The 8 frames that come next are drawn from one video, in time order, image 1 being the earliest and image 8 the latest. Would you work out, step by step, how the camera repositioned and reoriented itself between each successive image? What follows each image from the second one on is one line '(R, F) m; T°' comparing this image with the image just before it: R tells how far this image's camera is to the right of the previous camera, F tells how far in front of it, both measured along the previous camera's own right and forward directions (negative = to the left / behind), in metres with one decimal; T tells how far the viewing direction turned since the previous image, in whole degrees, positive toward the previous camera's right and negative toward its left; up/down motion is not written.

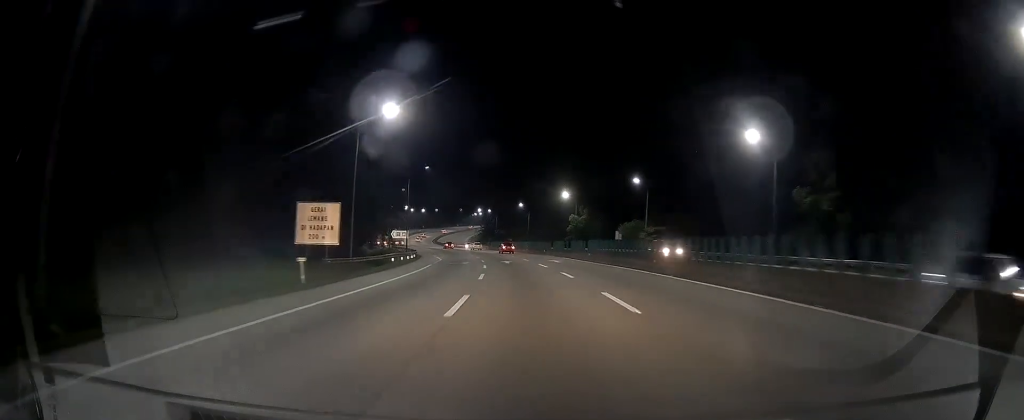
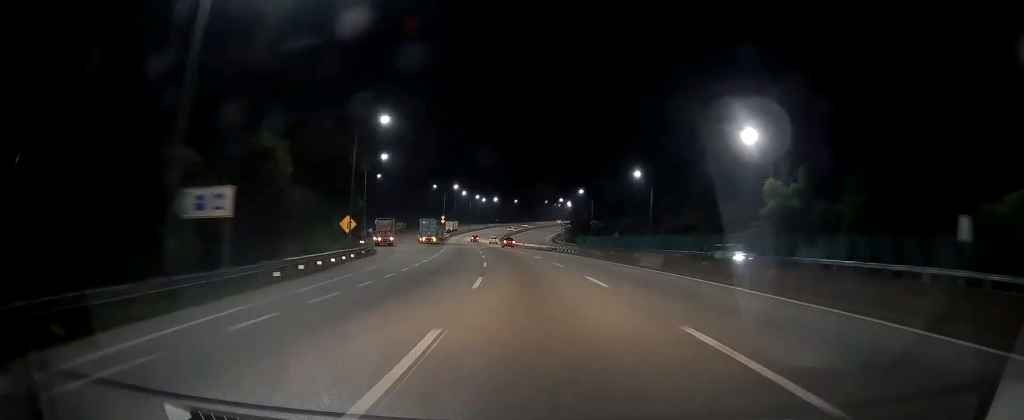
(-4.6, +65.0) m; -10°
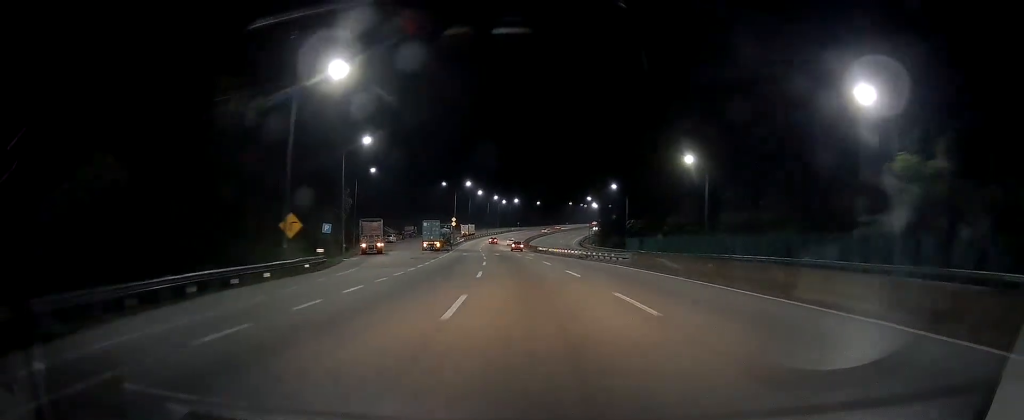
(-0.7, +17.8) m; -2°
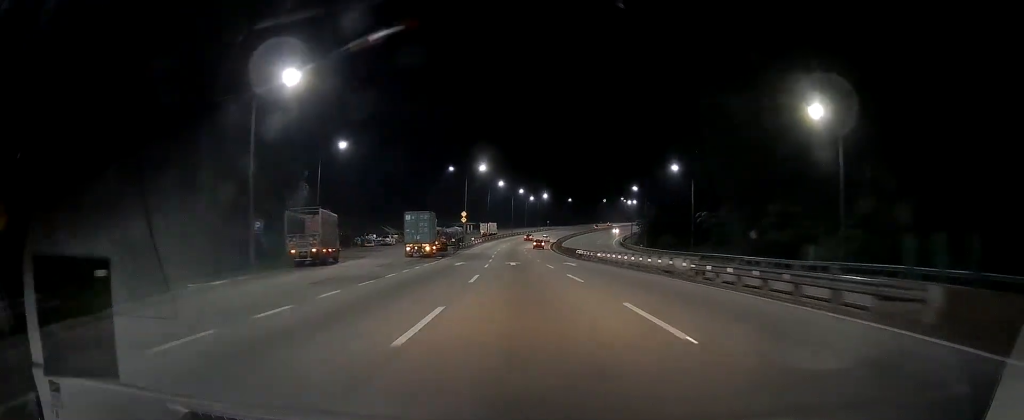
(-0.5, +26.7) m; -2°
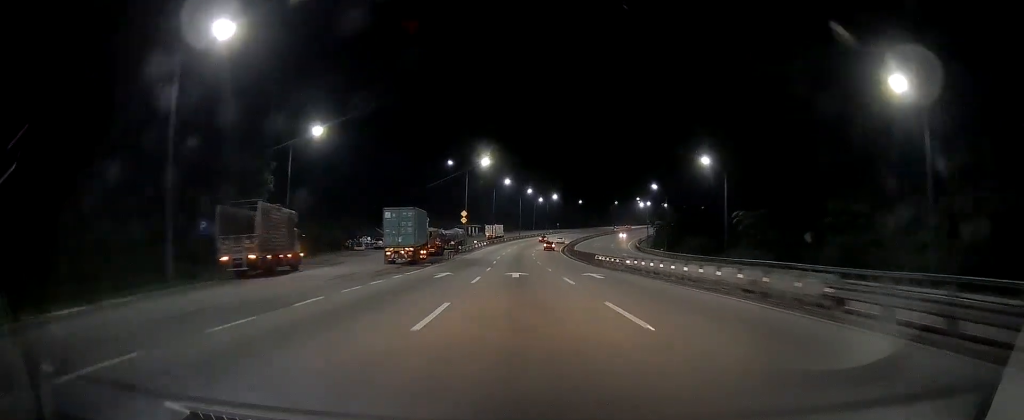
(-0.1, +10.6) m; -1°
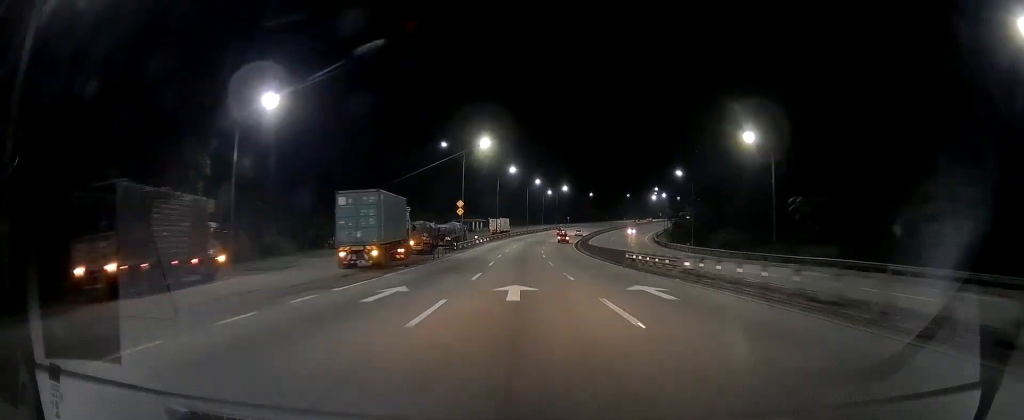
(0.0, +12.2) m; -1°
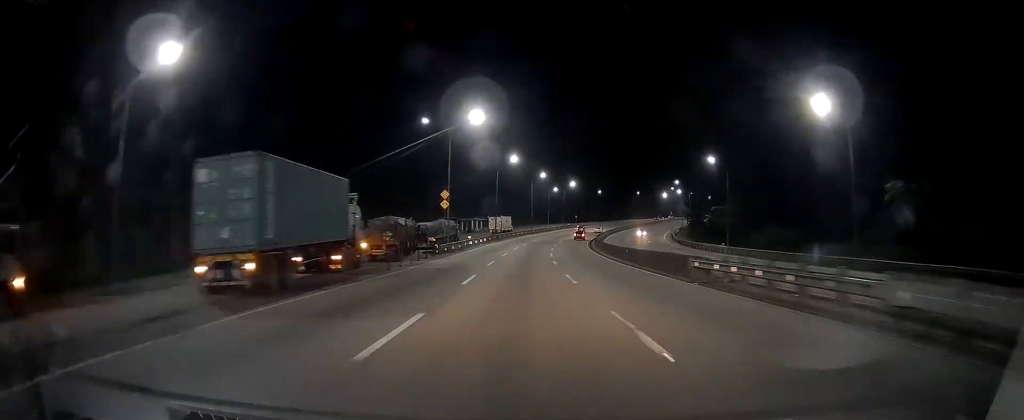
(-0.3, +14.7) m; -1°
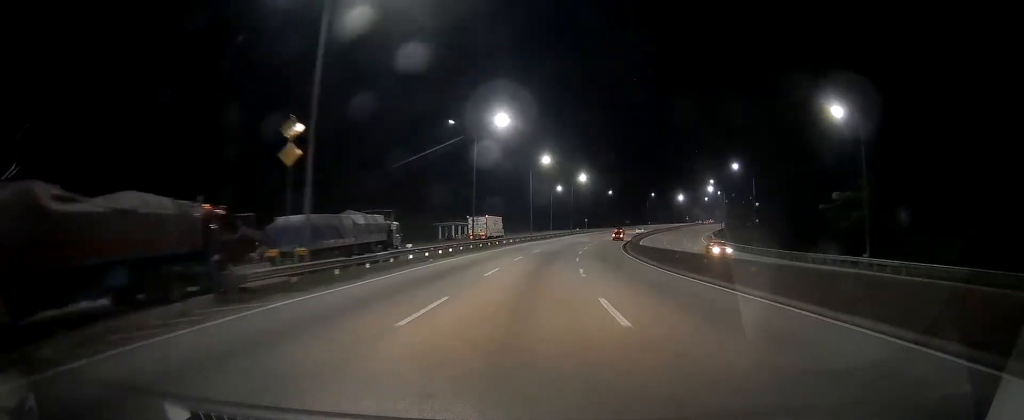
(-0.8, +33.5) m; -1°
